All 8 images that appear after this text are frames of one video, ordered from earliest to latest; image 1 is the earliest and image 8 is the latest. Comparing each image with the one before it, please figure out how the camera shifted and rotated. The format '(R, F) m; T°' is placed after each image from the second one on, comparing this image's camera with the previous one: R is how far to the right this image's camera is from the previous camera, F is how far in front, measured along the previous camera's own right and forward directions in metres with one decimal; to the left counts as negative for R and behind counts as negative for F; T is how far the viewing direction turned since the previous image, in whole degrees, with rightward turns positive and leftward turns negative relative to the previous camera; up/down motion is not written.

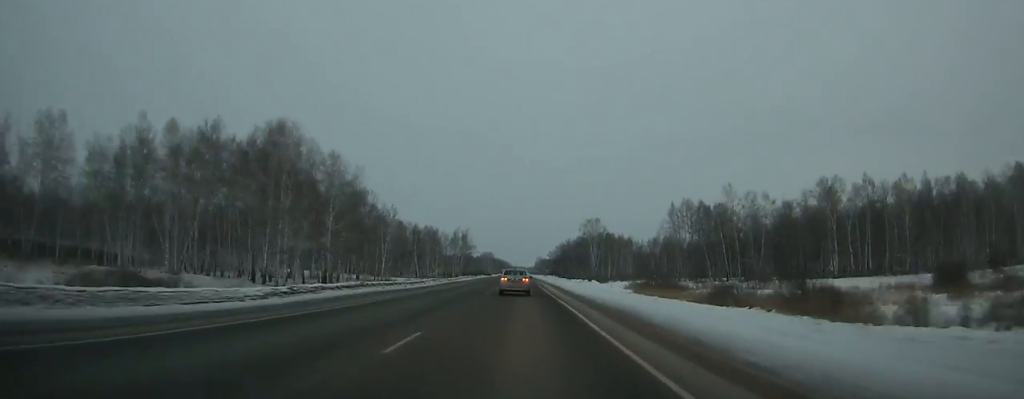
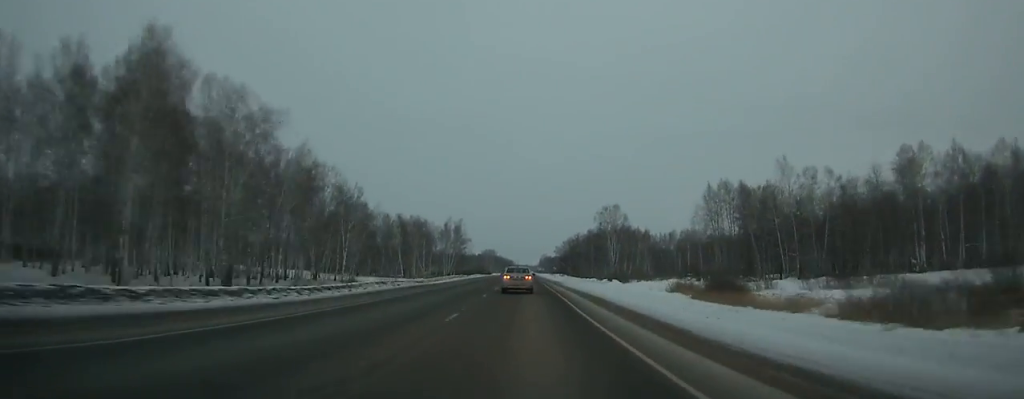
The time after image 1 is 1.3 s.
(-0.1, +30.5) m; 0°
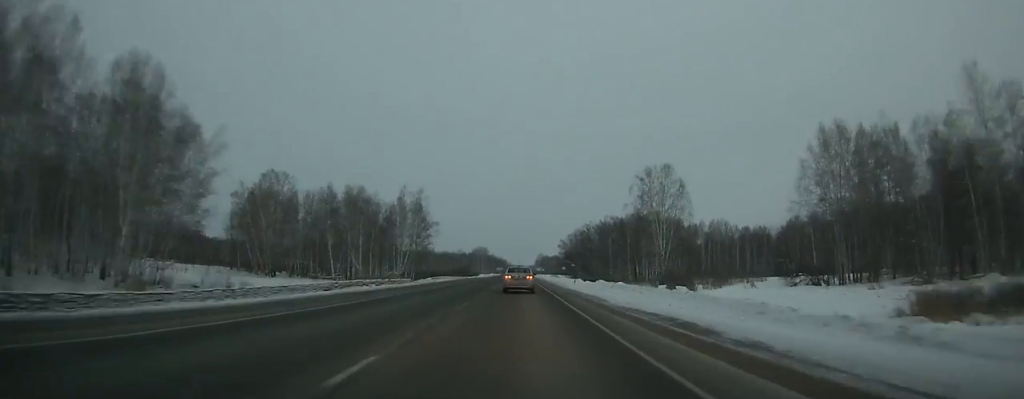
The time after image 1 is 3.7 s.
(+0.2, +55.2) m; 0°
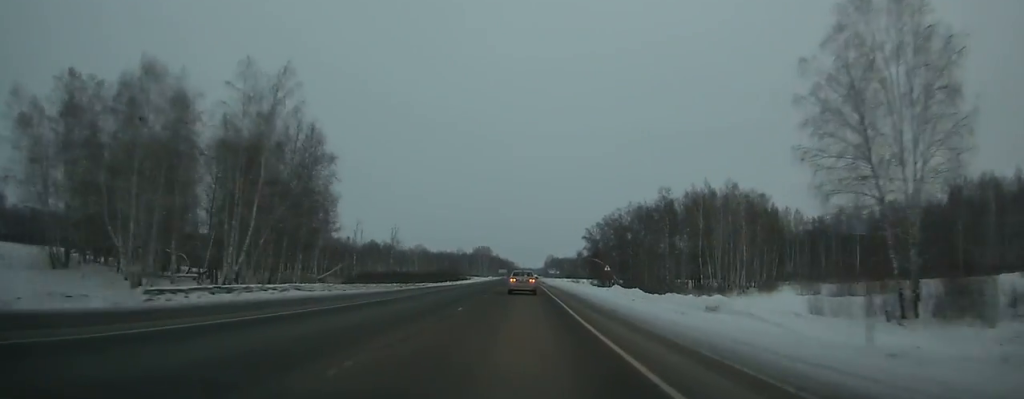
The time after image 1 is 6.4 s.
(0.0, +61.4) m; 0°
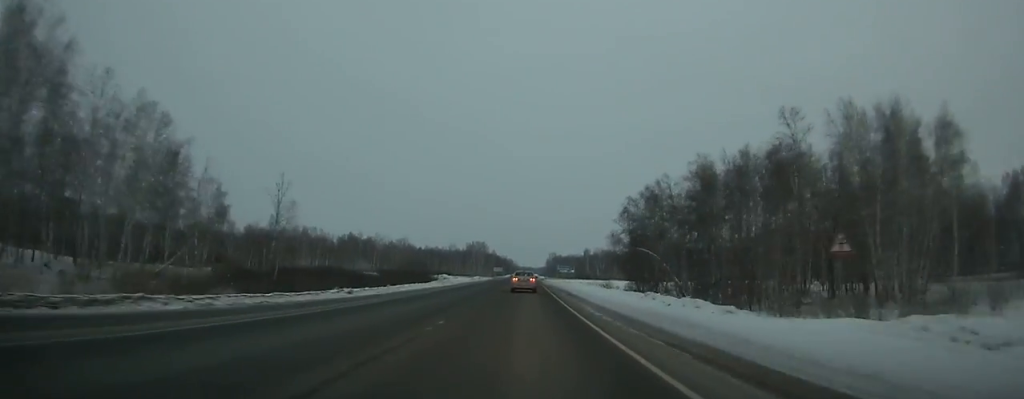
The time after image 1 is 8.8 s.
(-0.1, +54.7) m; 0°
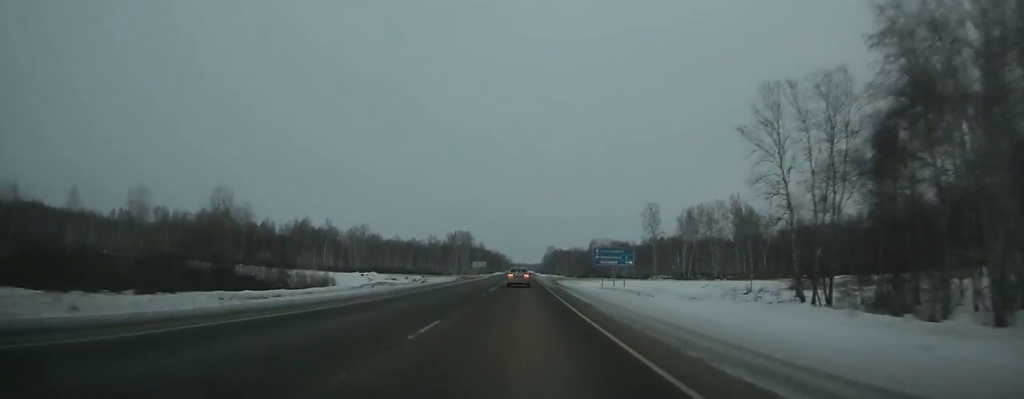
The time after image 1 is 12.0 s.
(-0.2, +73.9) m; 0°
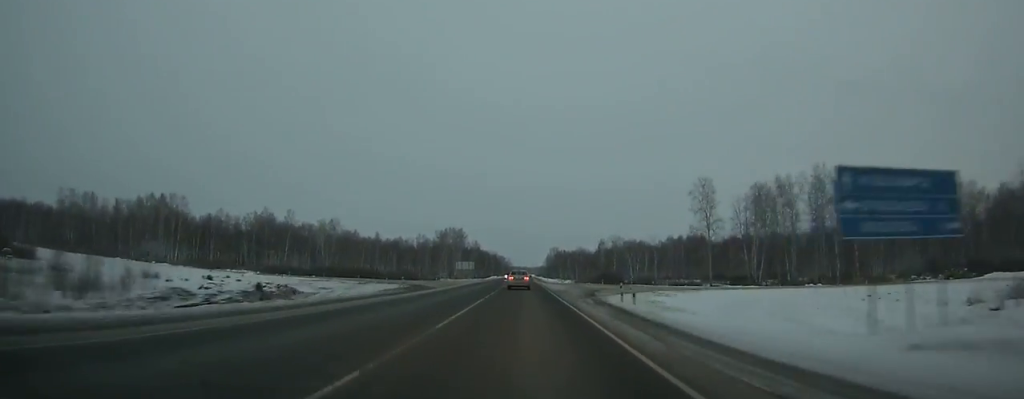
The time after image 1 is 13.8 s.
(-0.1, +42.4) m; 0°
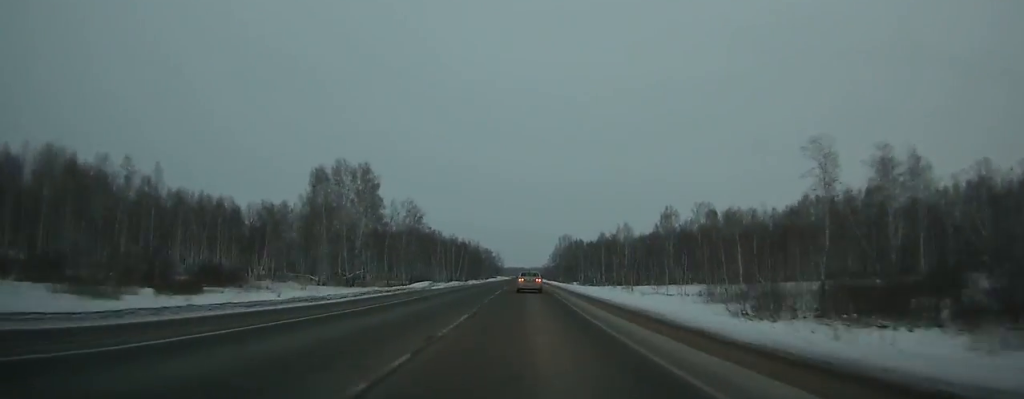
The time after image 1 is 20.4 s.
(+0.4, +161.9) m; 0°
